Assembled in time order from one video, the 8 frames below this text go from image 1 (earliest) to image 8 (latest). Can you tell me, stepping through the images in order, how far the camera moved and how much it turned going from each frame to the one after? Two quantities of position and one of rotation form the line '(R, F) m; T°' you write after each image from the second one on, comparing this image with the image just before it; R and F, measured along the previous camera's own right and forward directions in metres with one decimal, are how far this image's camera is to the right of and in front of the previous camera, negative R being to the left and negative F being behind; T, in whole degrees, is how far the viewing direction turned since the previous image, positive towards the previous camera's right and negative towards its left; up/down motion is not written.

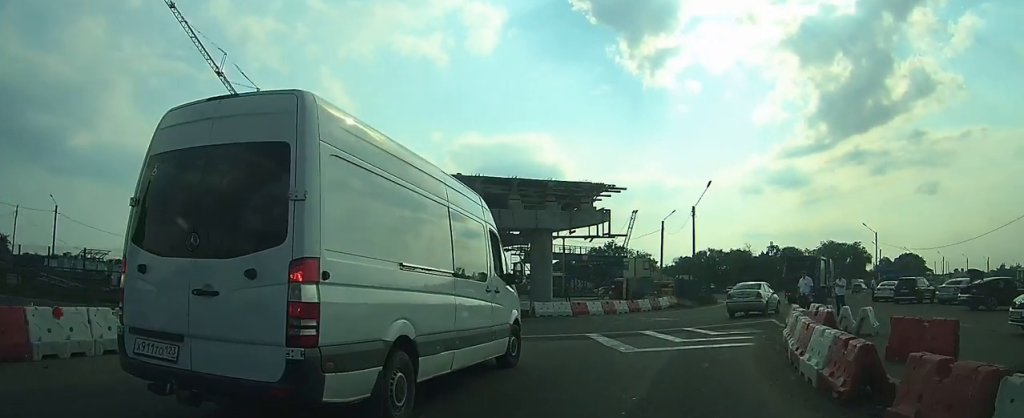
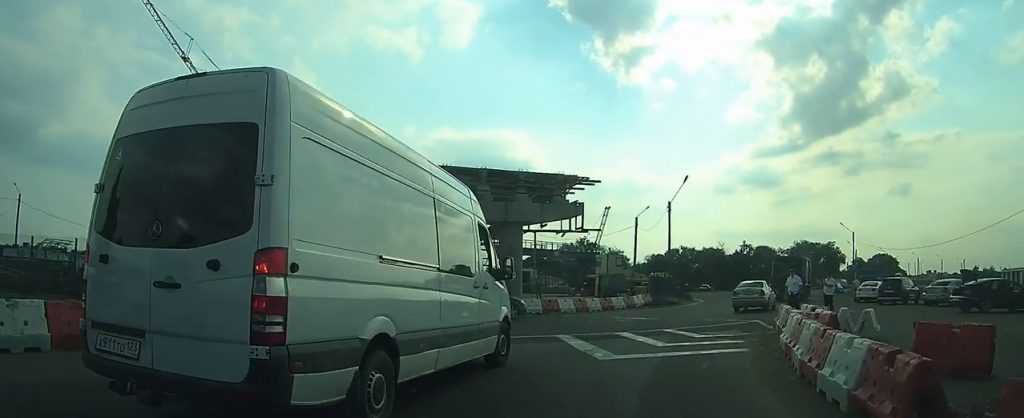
(0.0, +2.2) m; 0°
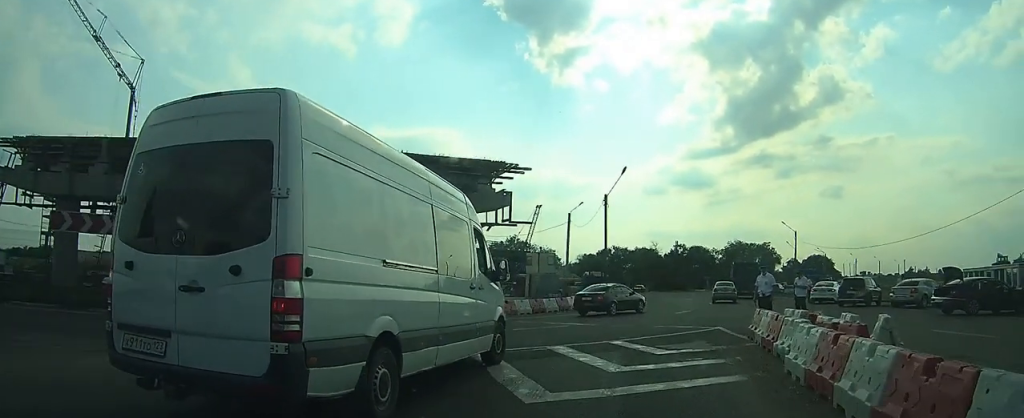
(0.0, +6.4) m; 0°
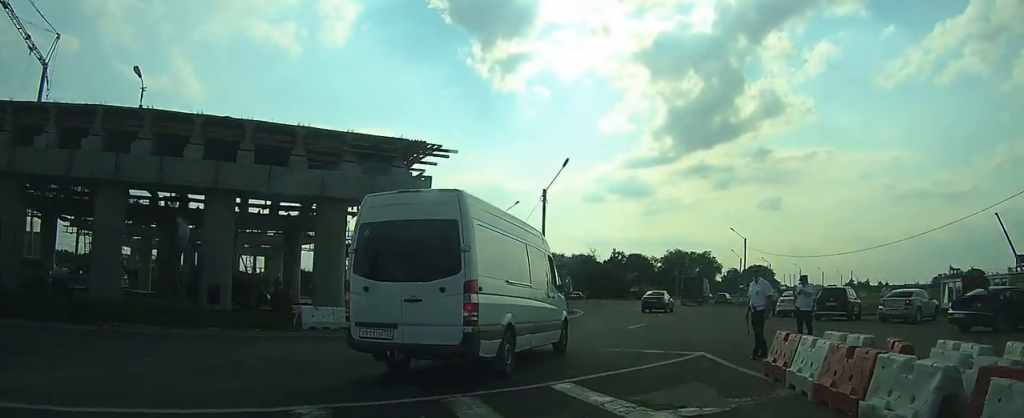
(+0.4, +7.0) m; +8°
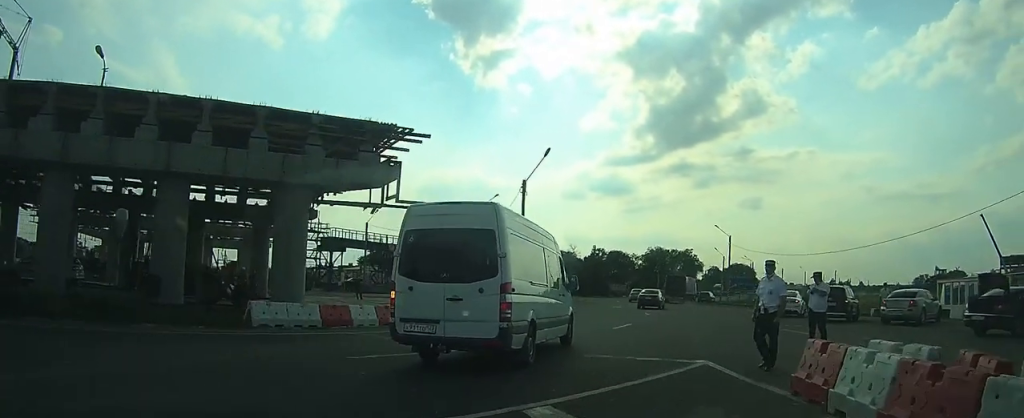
(0.0, +1.7) m; +1°
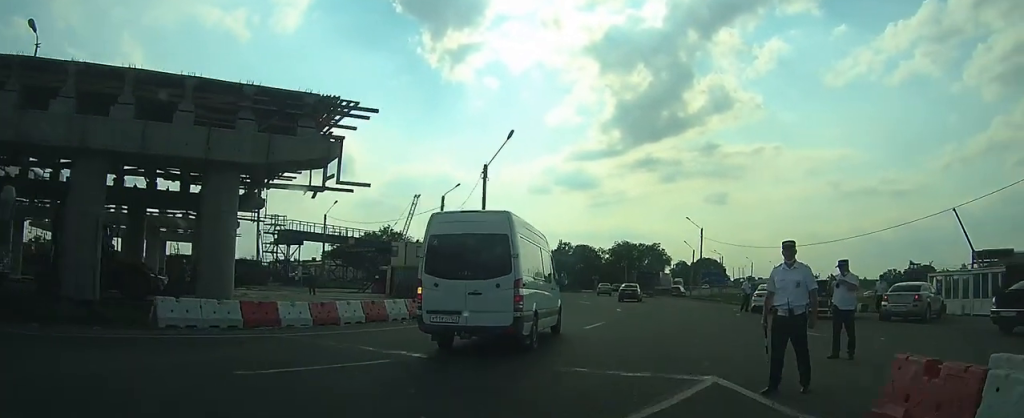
(0.0, +2.3) m; +1°
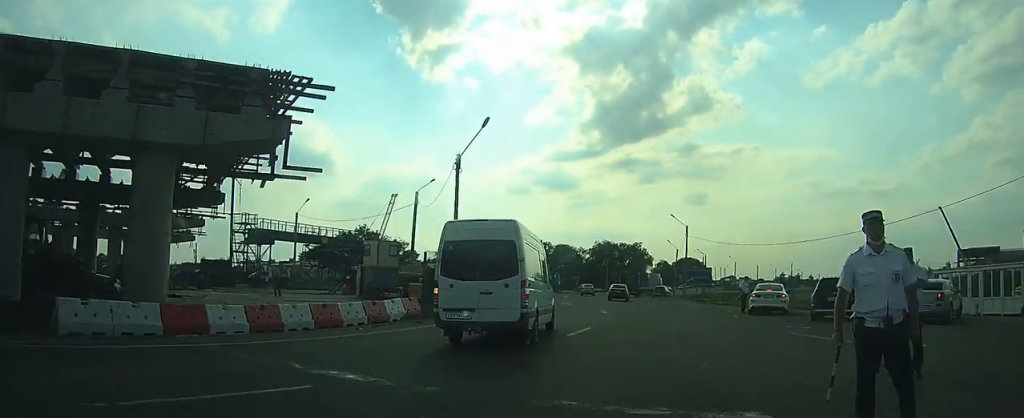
(0.0, +2.1) m; +2°
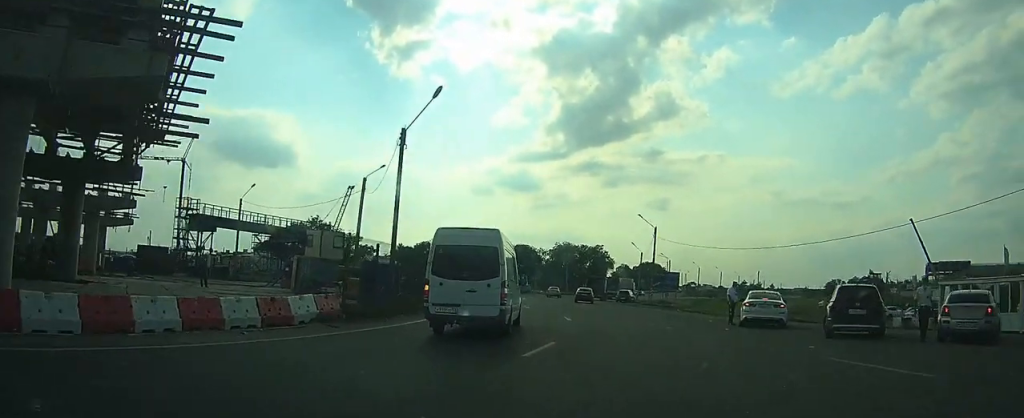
(0.0, +3.2) m; +4°
